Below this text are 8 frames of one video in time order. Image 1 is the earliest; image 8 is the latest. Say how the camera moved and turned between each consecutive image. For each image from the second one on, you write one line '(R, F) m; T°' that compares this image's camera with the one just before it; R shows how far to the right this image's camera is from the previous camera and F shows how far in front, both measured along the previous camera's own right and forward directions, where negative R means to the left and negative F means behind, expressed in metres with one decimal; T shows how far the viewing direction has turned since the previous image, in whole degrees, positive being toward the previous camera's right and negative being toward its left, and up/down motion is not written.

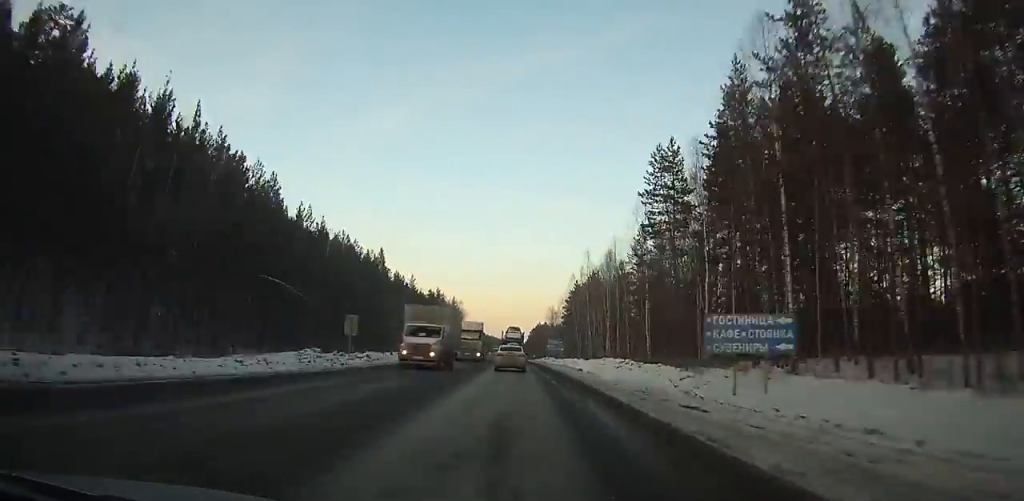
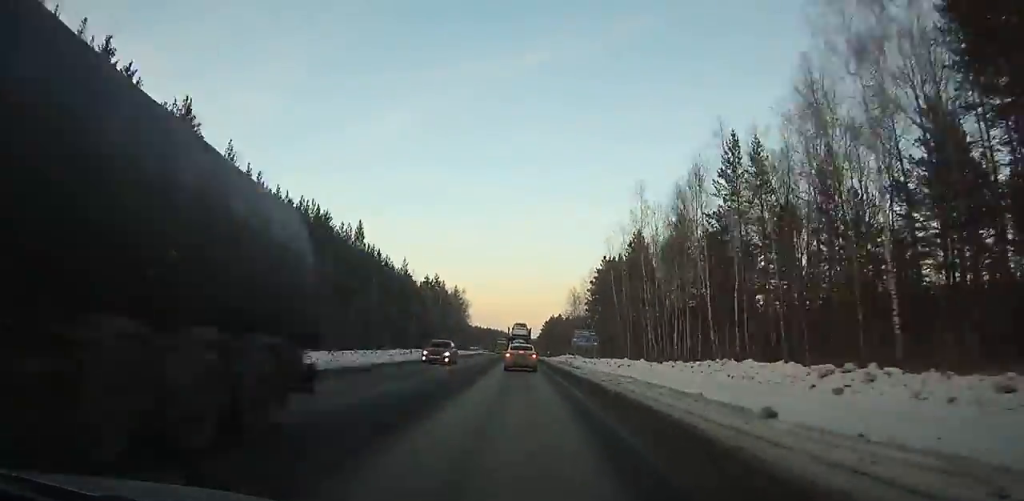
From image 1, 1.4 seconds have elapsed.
(-3.4, +31.8) m; +1°
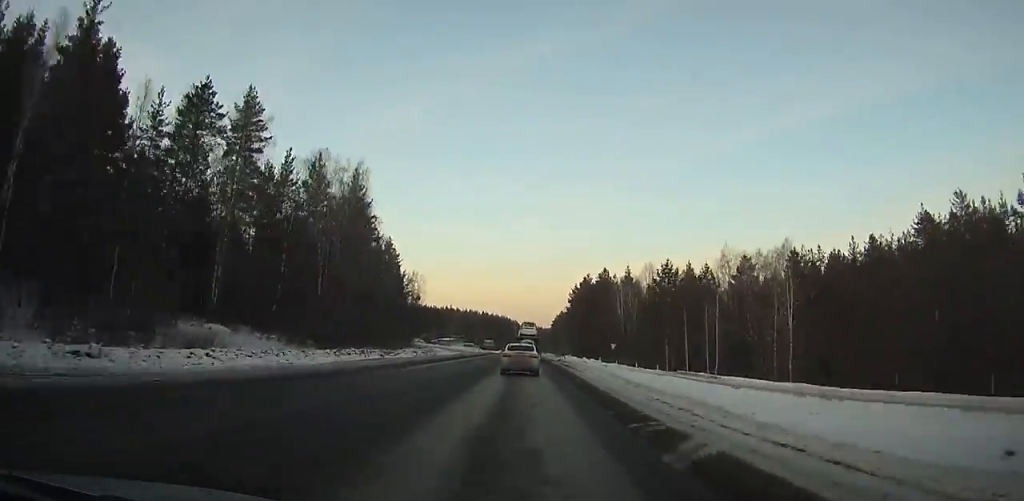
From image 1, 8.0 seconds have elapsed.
(+8.1, +145.3) m; 0°
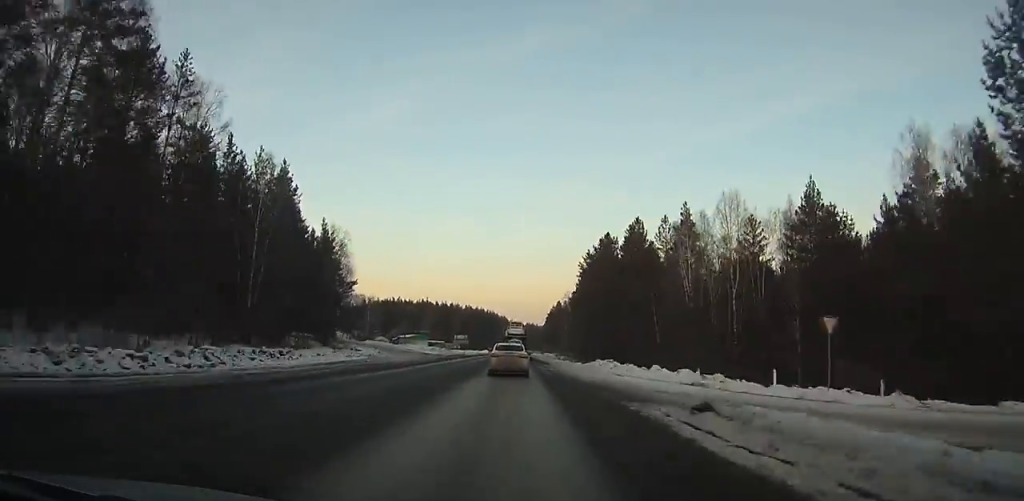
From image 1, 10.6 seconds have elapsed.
(+0.1, +55.7) m; 0°
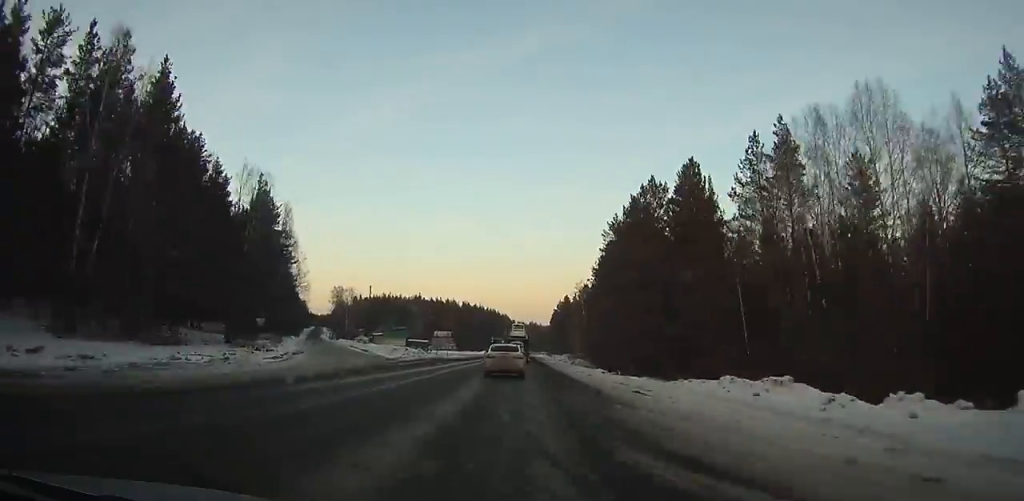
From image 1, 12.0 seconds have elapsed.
(-0.1, +29.6) m; 0°
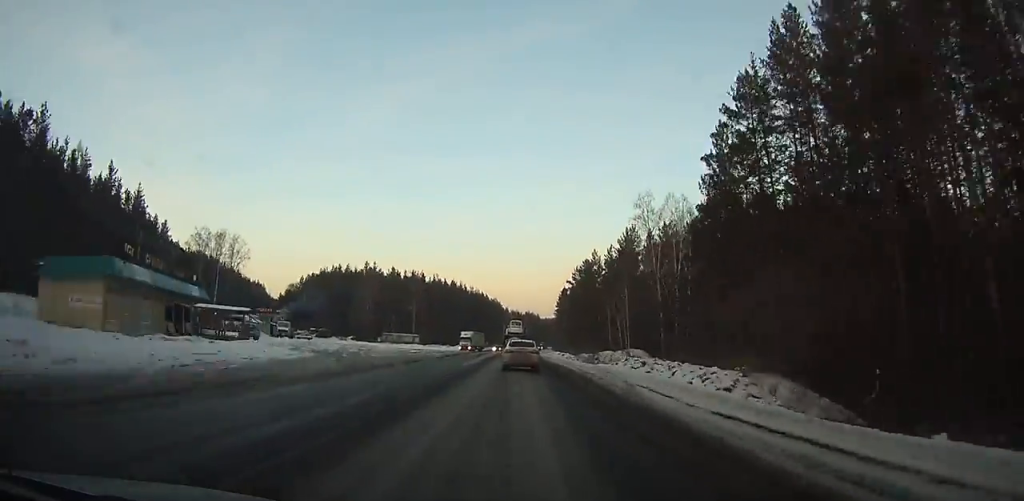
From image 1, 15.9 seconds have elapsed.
(+0.2, +82.3) m; 0°
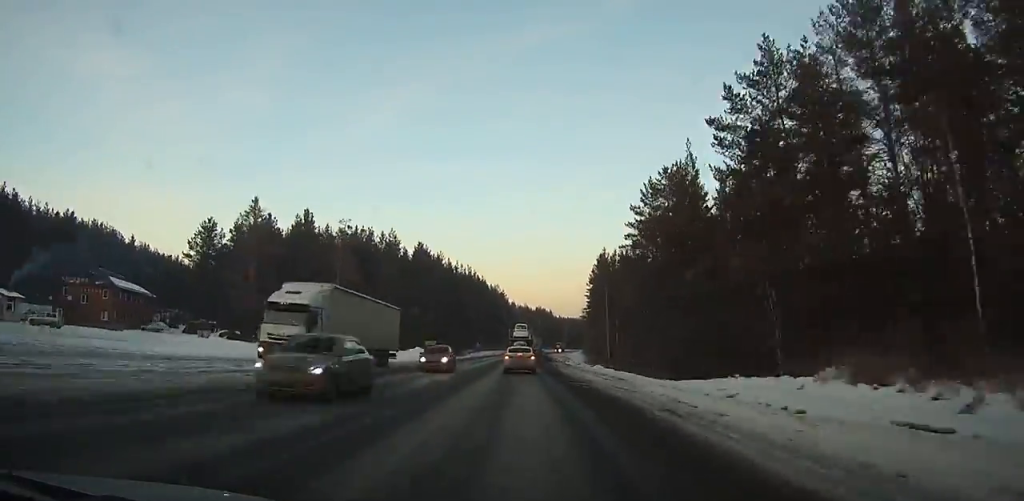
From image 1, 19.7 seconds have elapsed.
(-0.1, +79.6) m; 0°
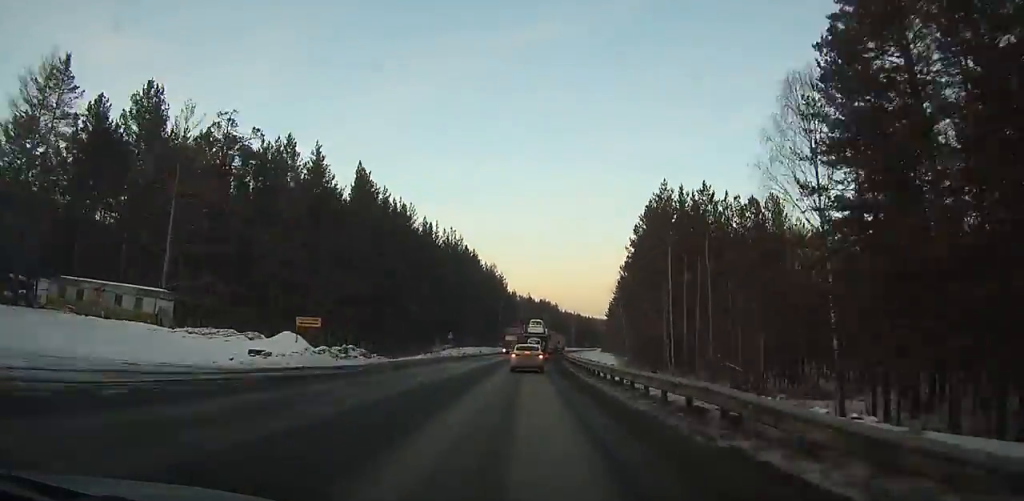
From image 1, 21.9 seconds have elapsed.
(+0.4, +45.5) m; +2°
